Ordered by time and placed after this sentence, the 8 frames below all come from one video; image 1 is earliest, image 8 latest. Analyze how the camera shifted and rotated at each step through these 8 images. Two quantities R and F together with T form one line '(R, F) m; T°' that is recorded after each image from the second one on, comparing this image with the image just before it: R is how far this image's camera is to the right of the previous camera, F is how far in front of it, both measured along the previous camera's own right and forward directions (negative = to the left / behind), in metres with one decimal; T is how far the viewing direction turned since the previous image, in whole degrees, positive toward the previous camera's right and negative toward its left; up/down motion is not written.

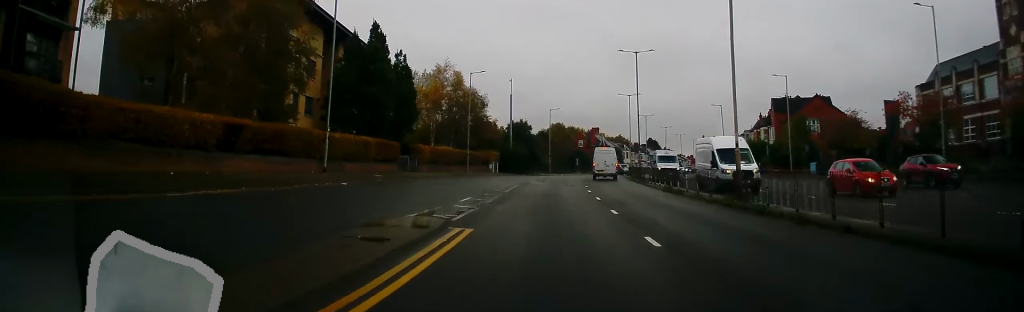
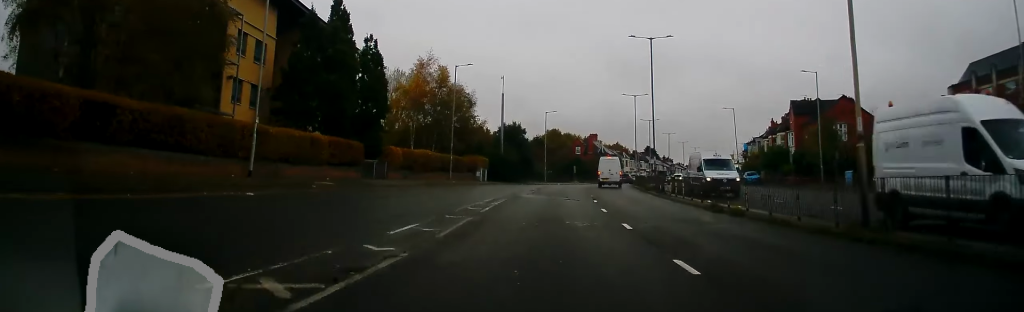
(-0.4, +8.2) m; 0°
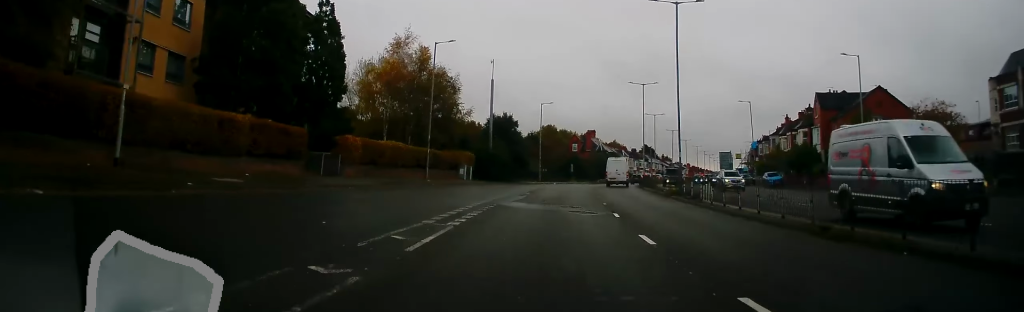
(+0.4, +8.6) m; +2°
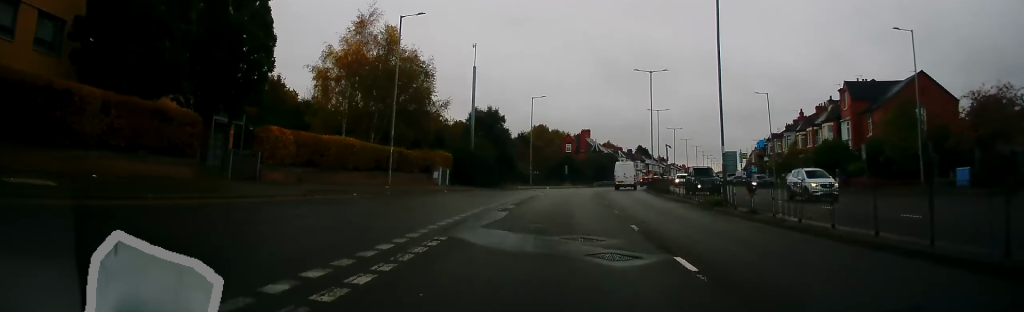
(+0.1, +8.7) m; +1°
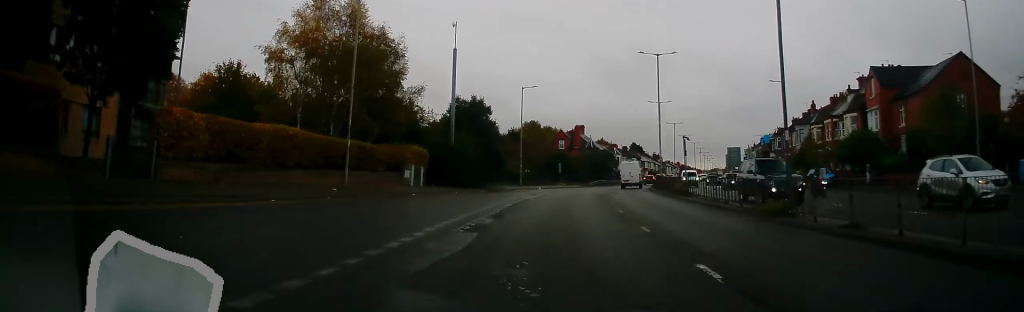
(0.0, +6.7) m; 0°
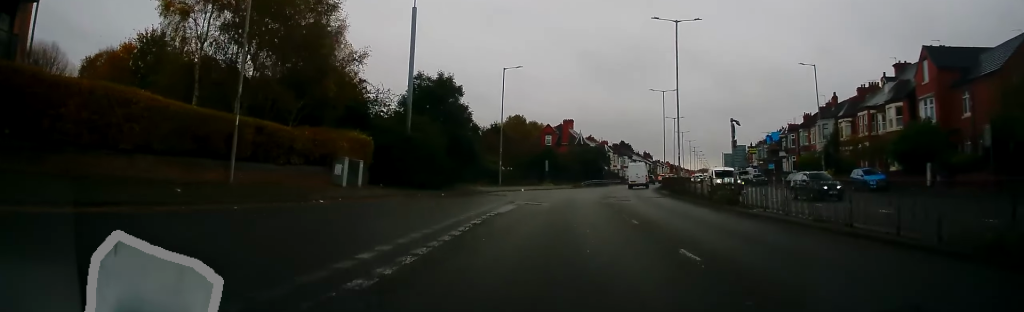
(0.0, +10.2) m; +2°
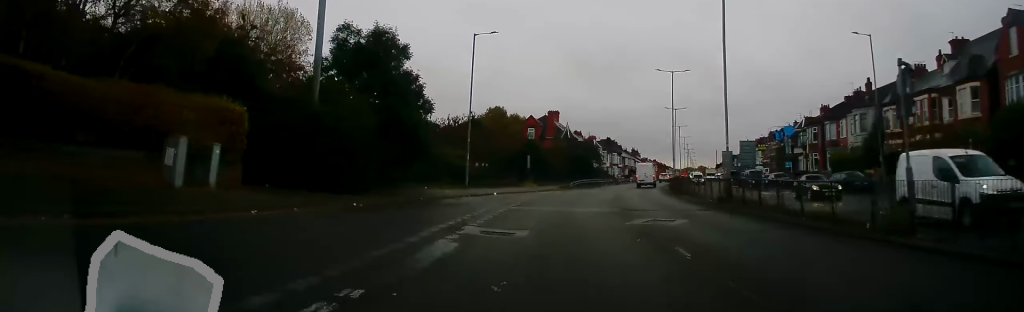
(+0.4, +11.9) m; +3°
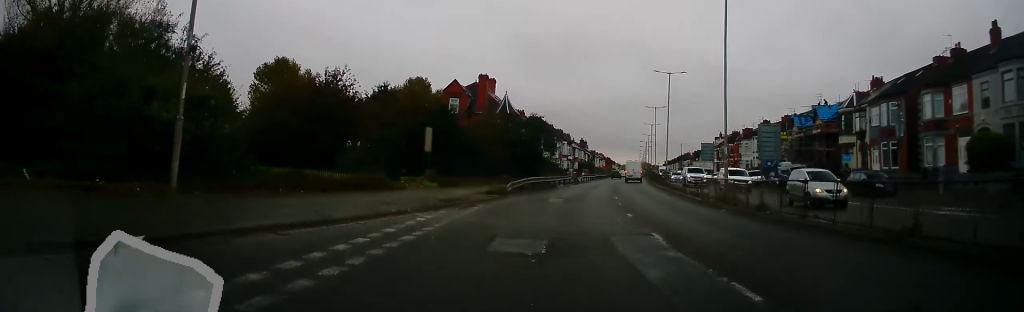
(+0.7, +27.8) m; +4°
